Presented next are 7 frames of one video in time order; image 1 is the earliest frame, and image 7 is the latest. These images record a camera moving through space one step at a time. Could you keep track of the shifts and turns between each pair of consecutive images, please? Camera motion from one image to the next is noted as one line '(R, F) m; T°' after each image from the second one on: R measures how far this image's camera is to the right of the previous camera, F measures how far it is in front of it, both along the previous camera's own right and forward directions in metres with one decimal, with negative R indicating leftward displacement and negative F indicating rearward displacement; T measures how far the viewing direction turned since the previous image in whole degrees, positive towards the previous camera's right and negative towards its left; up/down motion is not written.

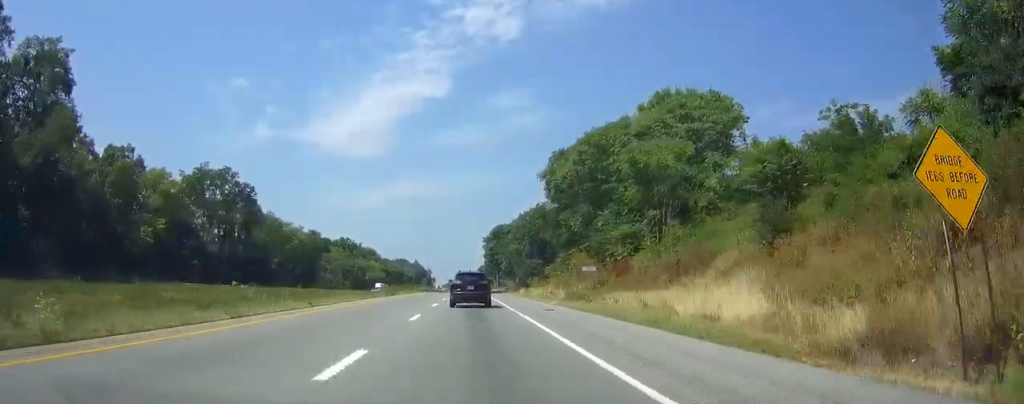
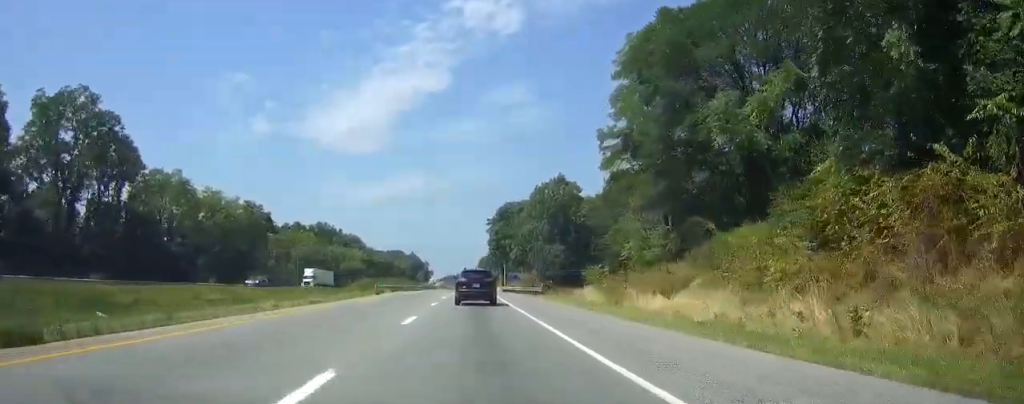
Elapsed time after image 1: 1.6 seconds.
(-0.3, +52.0) m; 0°
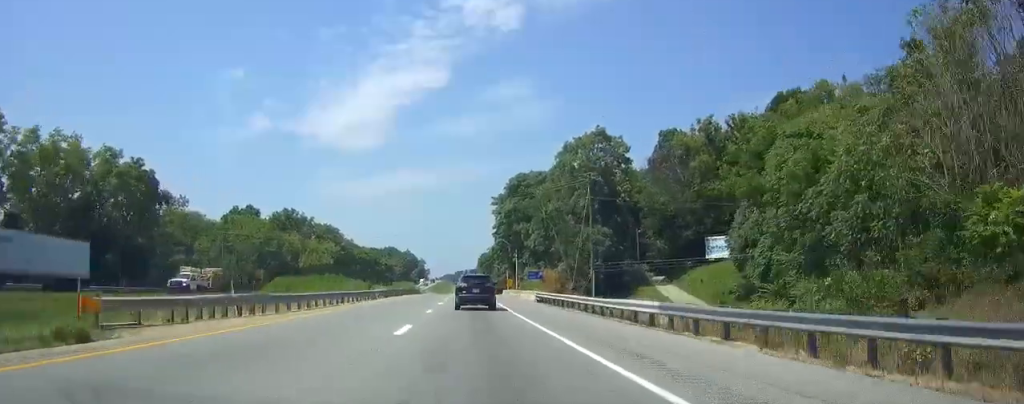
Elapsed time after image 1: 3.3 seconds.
(+0.1, +51.4) m; 0°
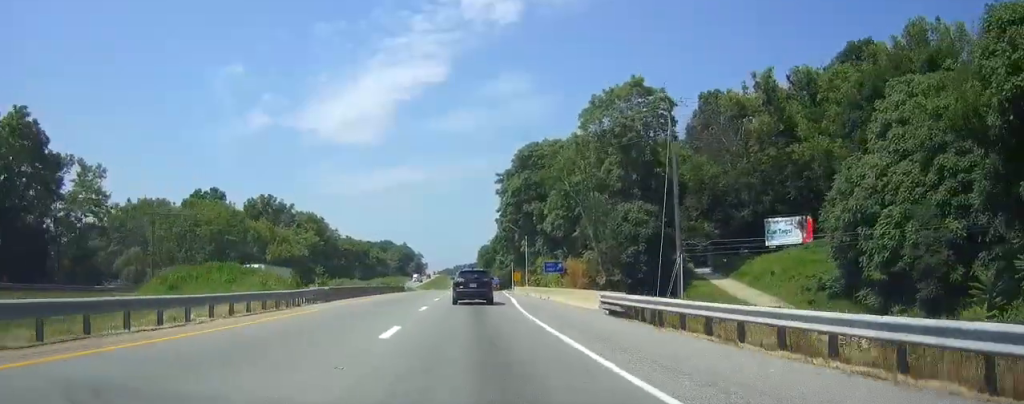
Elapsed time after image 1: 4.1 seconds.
(0.0, +26.1) m; 0°
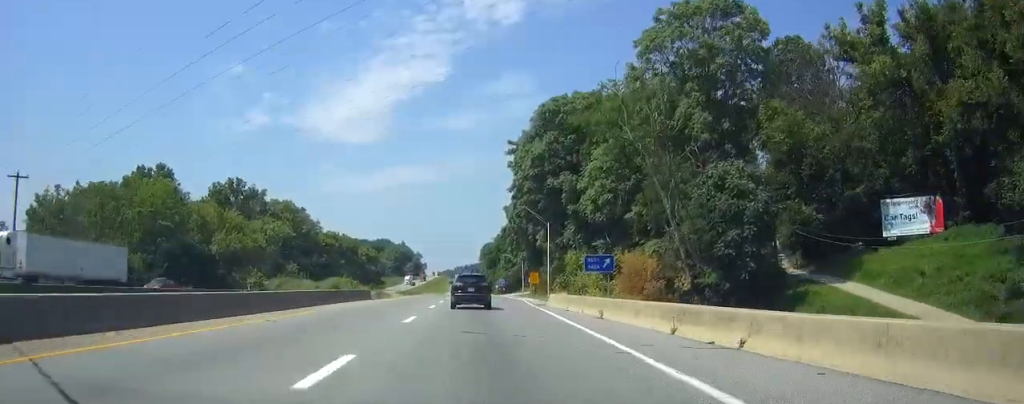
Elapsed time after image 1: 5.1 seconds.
(+0.2, +30.4) m; 0°
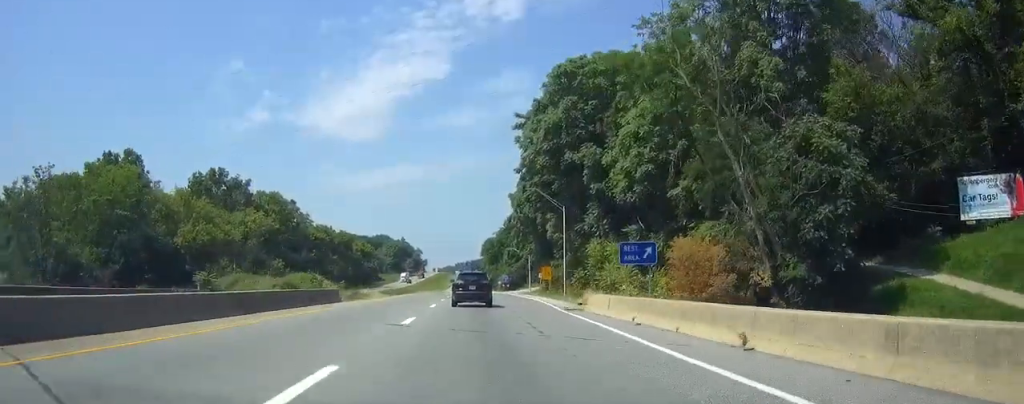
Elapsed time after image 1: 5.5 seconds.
(-0.1, +13.7) m; 0°
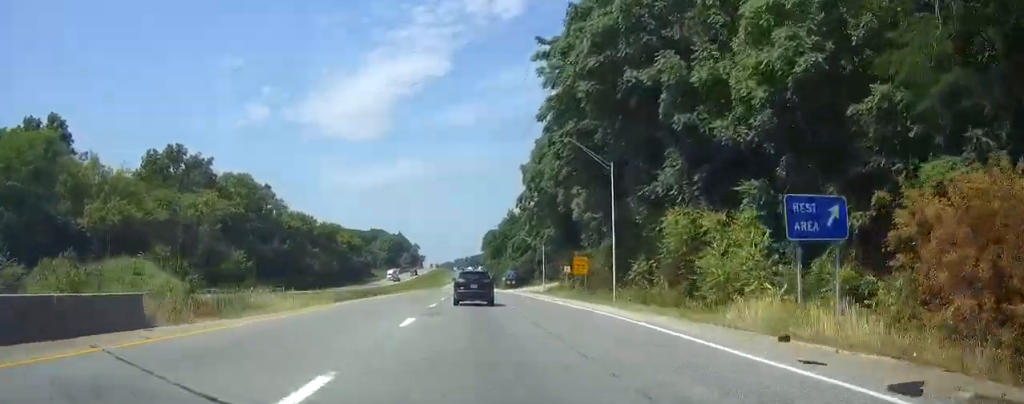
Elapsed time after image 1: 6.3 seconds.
(-0.2, +25.4) m; 0°
